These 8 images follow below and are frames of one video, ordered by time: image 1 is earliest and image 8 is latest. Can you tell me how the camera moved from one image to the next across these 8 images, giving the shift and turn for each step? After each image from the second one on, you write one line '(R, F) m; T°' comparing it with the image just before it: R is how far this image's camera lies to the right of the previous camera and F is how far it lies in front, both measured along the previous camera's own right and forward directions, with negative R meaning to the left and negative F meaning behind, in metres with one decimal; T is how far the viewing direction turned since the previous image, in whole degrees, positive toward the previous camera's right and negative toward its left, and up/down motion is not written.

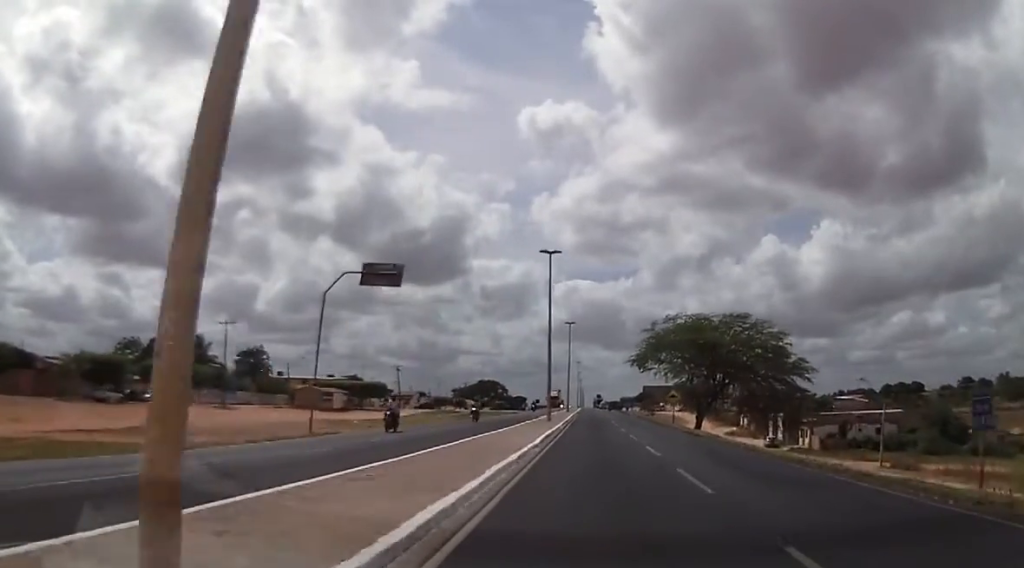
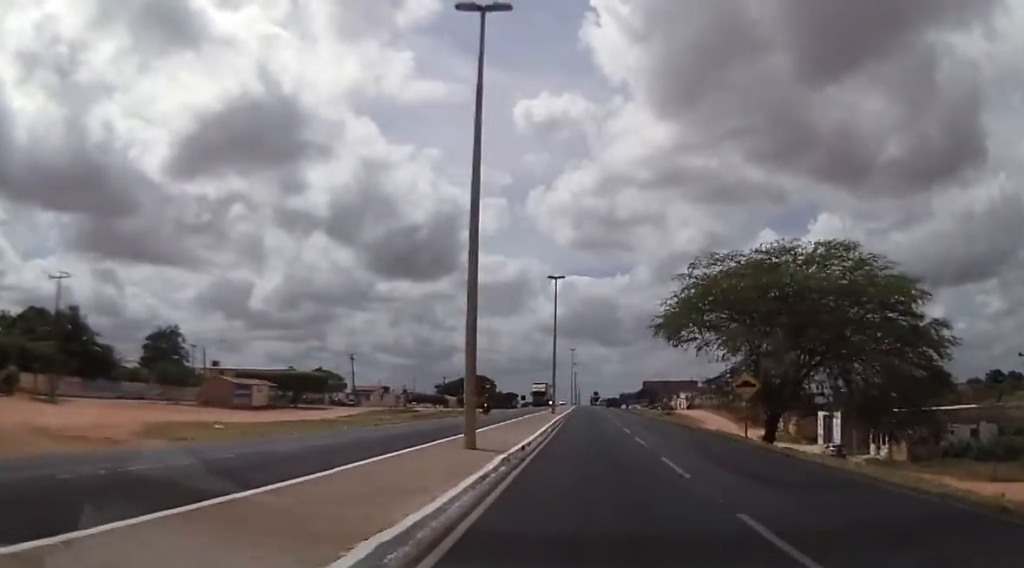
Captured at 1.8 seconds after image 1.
(-0.2, +30.3) m; +1°
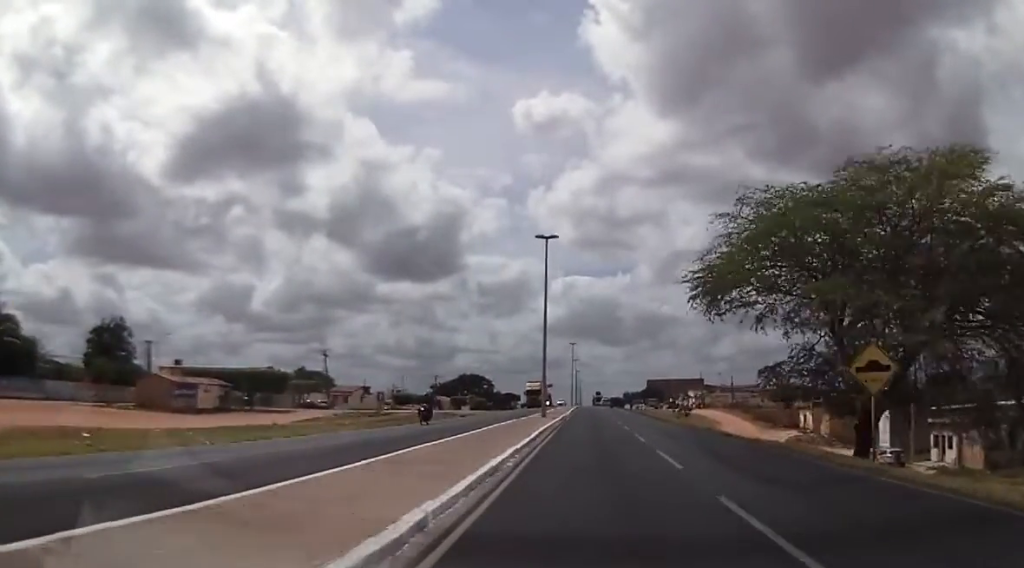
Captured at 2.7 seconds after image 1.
(+0.1, +15.3) m; 0°
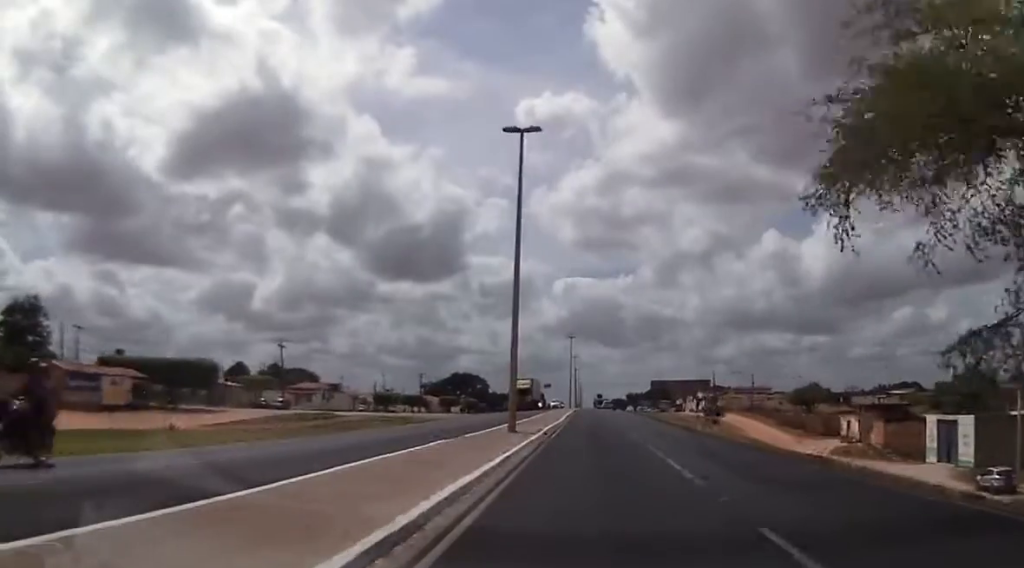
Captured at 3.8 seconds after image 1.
(-0.1, +18.9) m; 0°
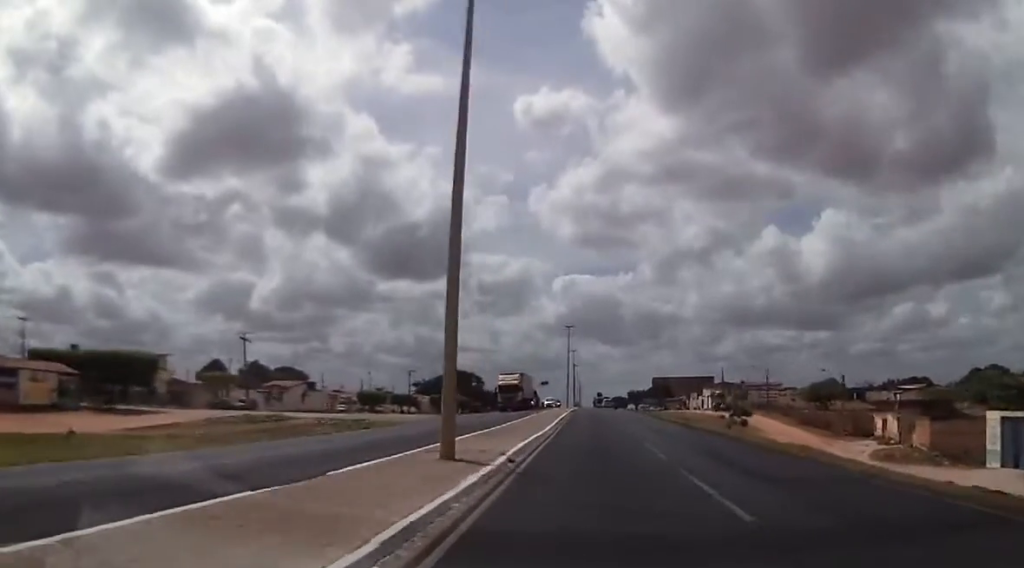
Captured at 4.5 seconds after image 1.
(0.0, +12.0) m; 0°
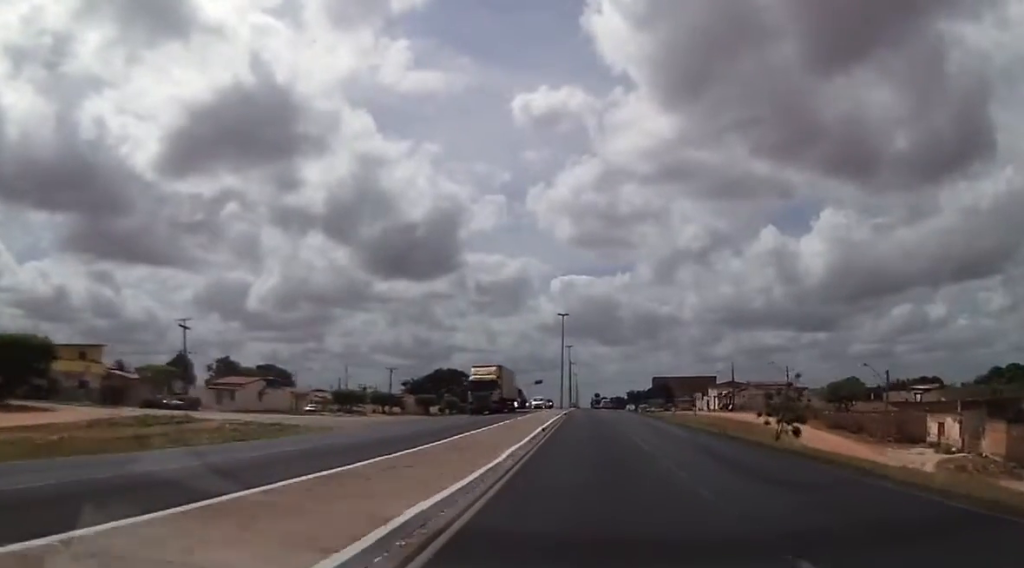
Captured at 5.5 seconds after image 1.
(-0.1, +14.8) m; -1°
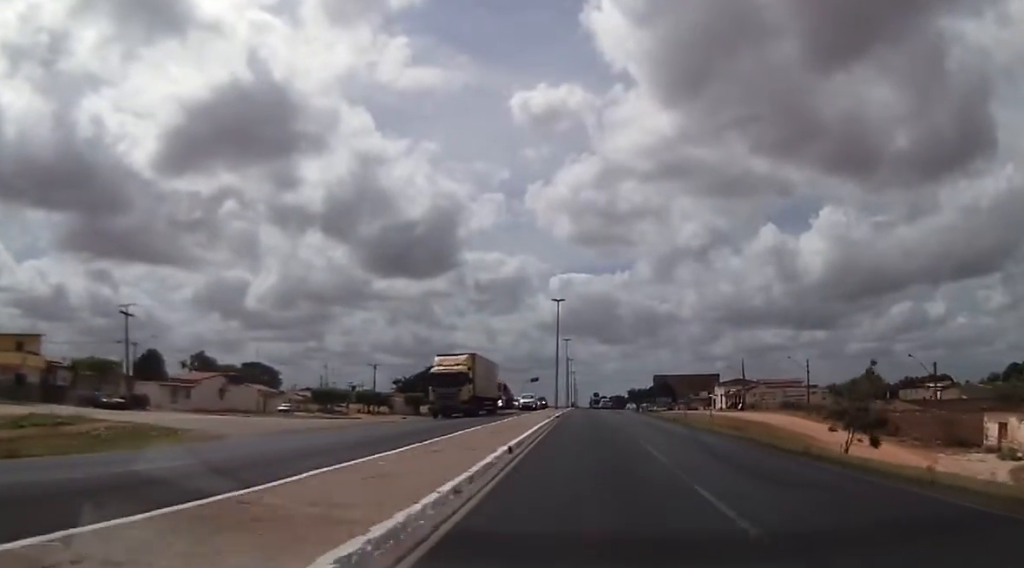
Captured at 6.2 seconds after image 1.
(-0.1, +11.4) m; -1°
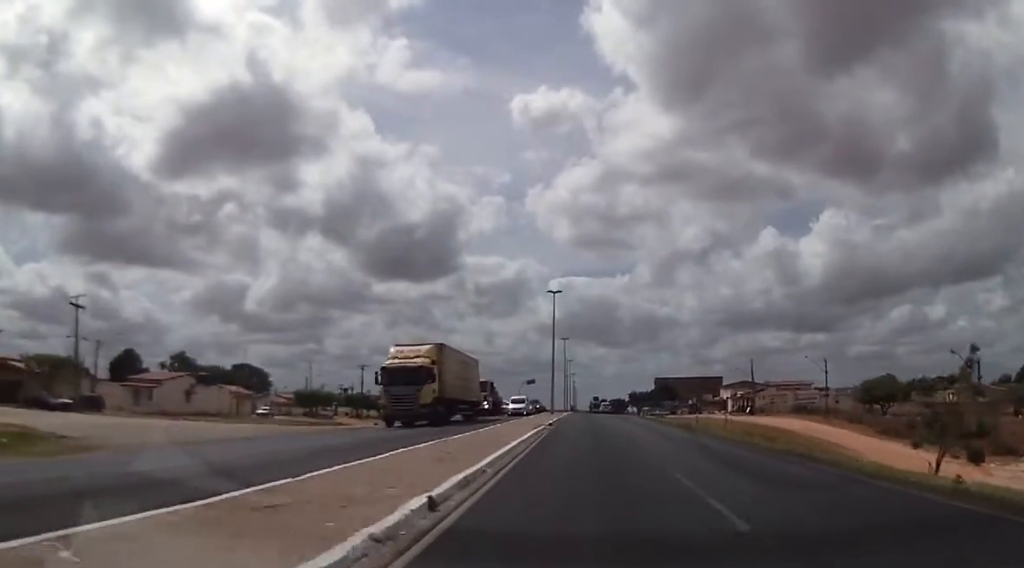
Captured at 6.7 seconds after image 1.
(-0.1, +8.0) m; 0°
